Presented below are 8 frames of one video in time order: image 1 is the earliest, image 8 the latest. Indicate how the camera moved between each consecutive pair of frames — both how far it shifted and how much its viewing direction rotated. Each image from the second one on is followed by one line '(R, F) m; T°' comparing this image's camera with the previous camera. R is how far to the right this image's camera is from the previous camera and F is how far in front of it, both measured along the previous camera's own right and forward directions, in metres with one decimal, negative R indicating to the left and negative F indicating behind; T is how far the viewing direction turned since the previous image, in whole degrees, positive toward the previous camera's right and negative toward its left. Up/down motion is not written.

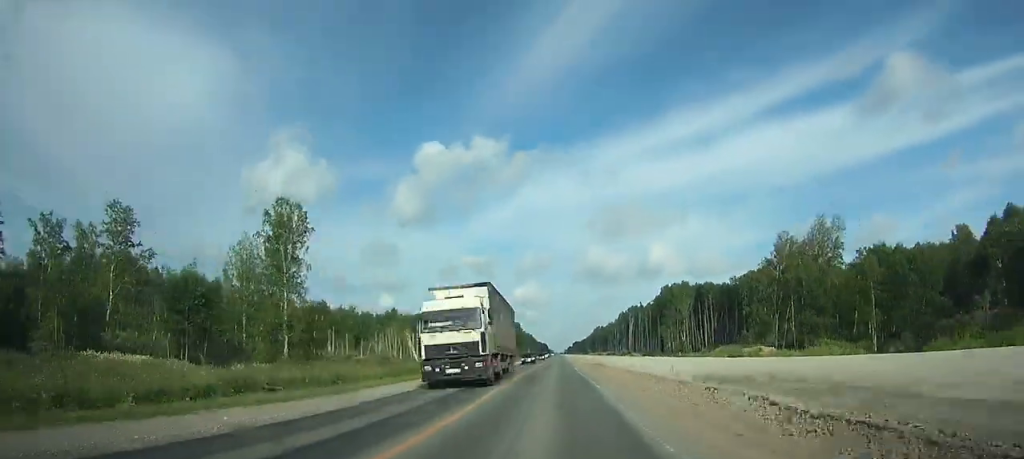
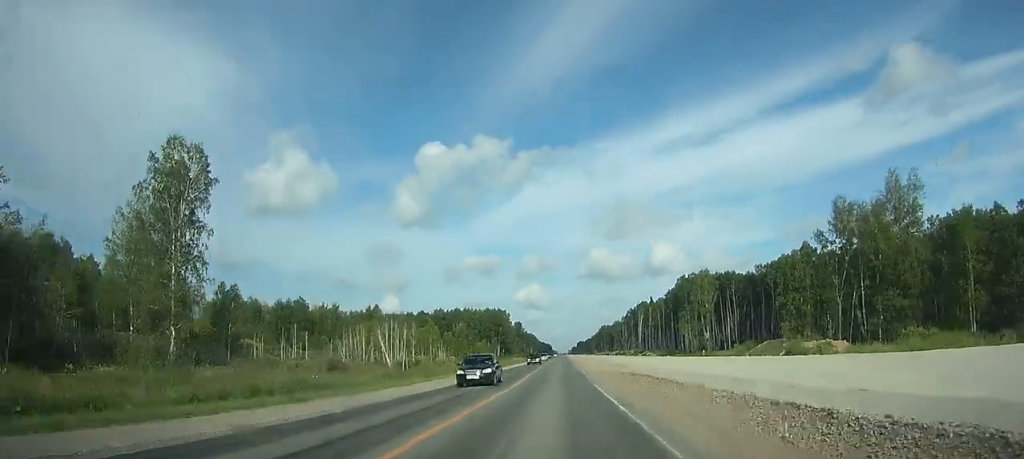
(0.0, +25.3) m; 0°
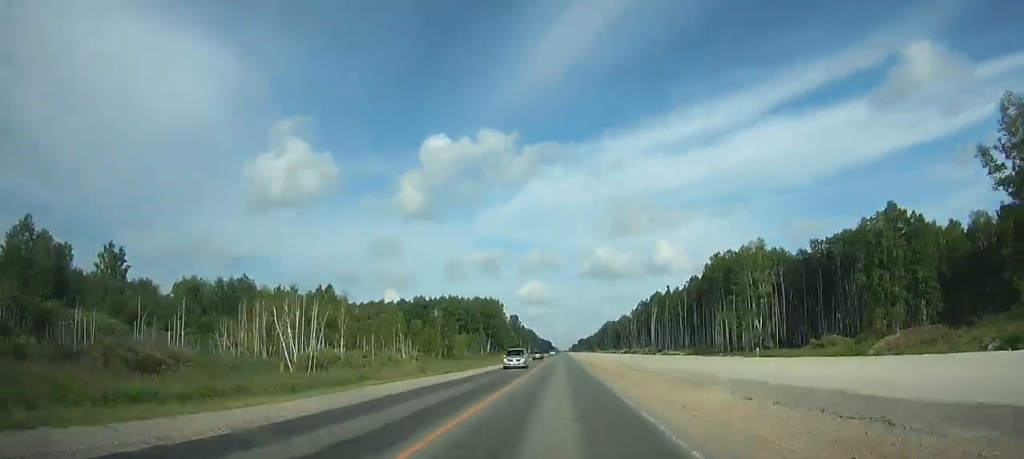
(0.0, +41.2) m; 0°
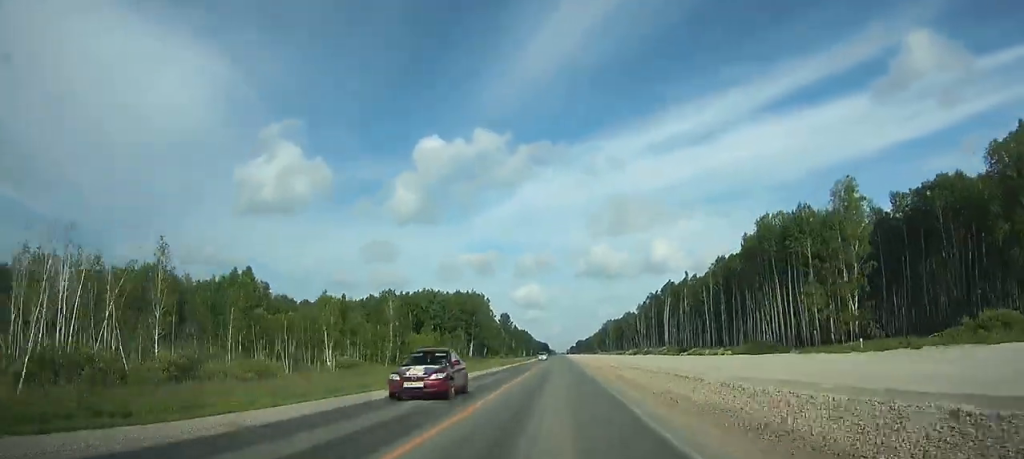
(0.0, +38.2) m; 0°
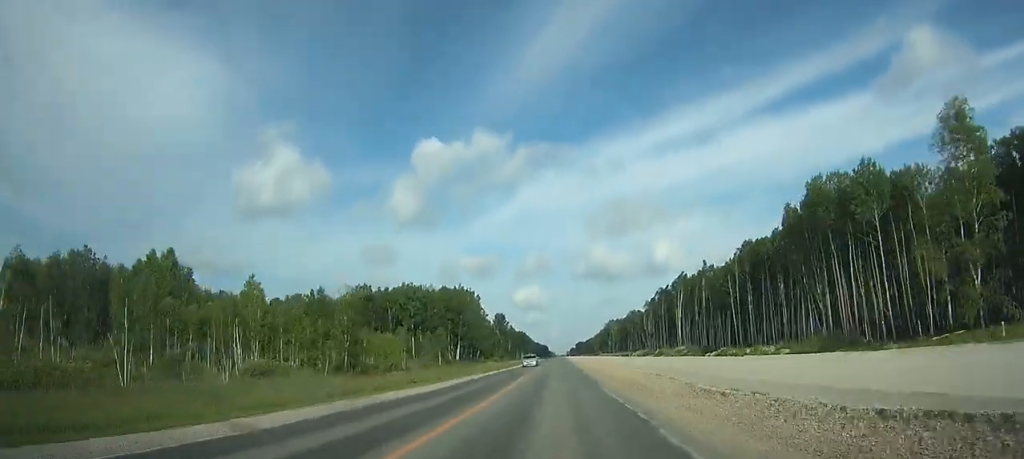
(0.0, +23.9) m; 0°
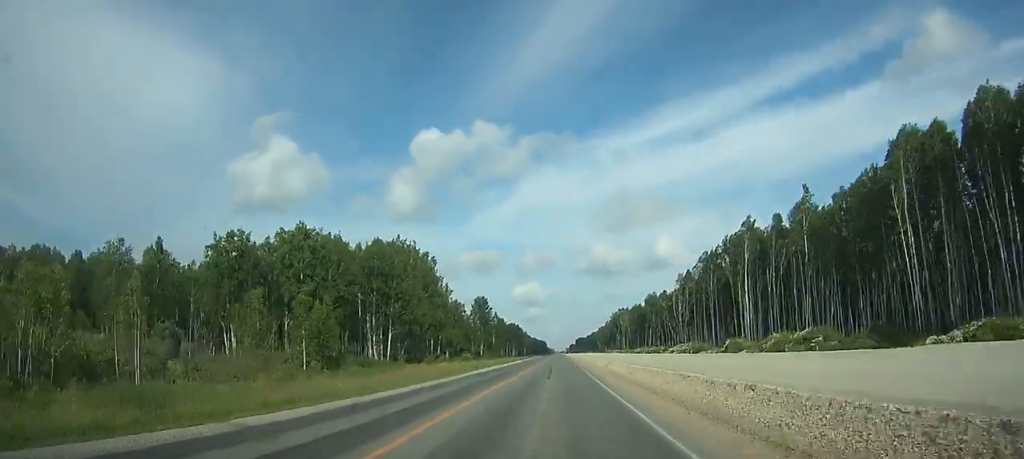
(-0.2, +70.7) m; 0°
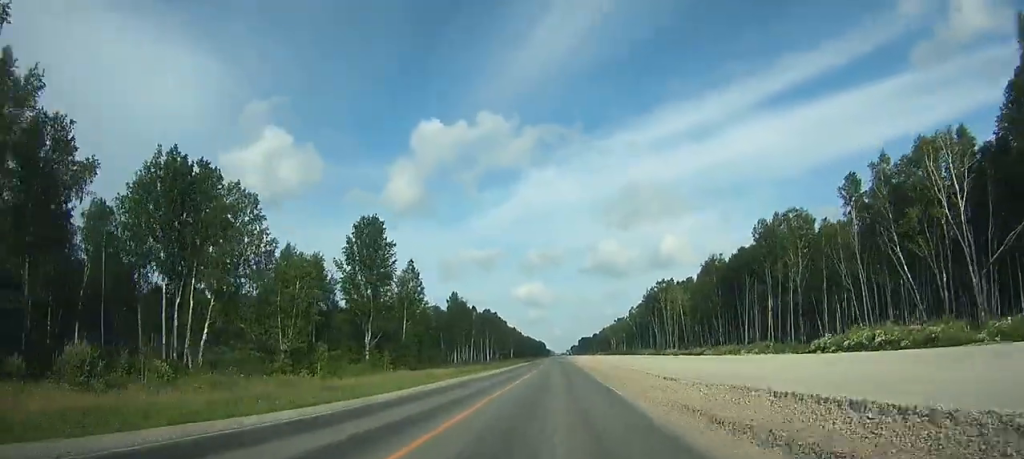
(0.0, +153.4) m; 0°
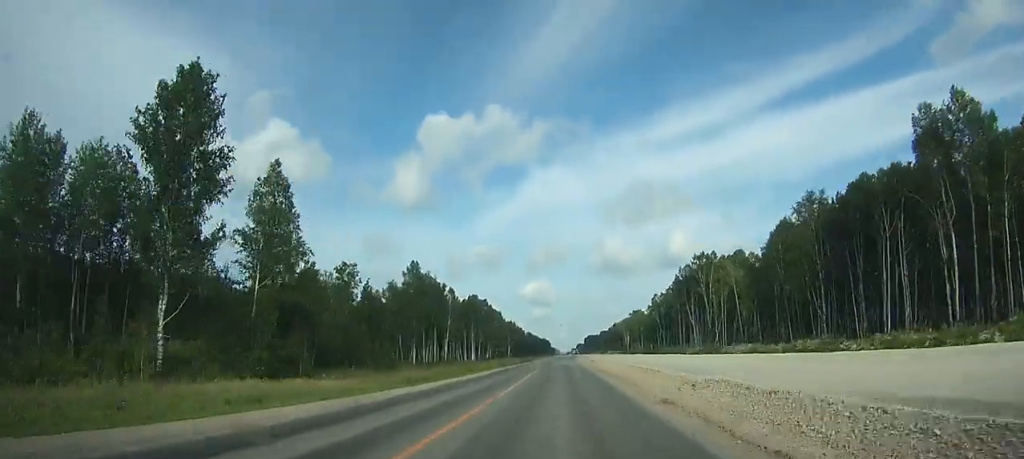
(0.0, +56.9) m; 0°
